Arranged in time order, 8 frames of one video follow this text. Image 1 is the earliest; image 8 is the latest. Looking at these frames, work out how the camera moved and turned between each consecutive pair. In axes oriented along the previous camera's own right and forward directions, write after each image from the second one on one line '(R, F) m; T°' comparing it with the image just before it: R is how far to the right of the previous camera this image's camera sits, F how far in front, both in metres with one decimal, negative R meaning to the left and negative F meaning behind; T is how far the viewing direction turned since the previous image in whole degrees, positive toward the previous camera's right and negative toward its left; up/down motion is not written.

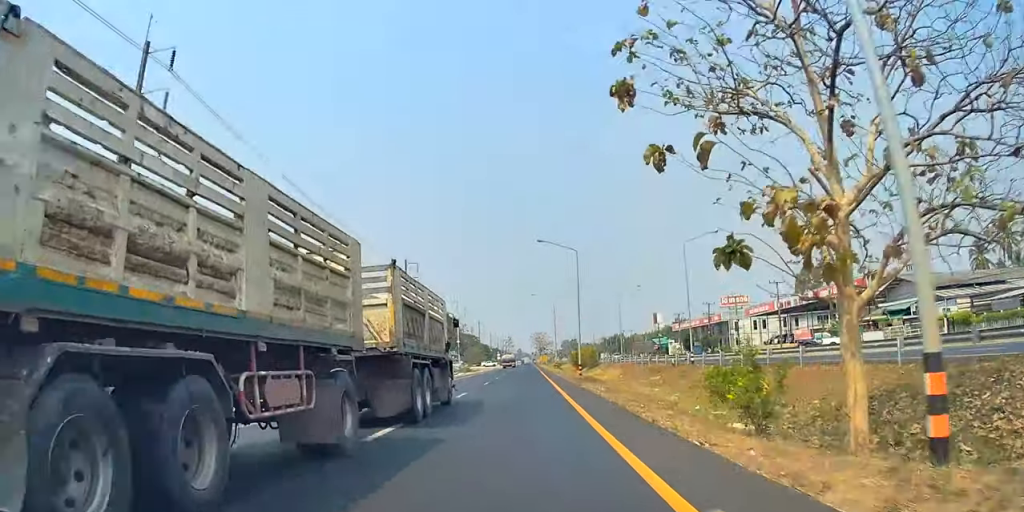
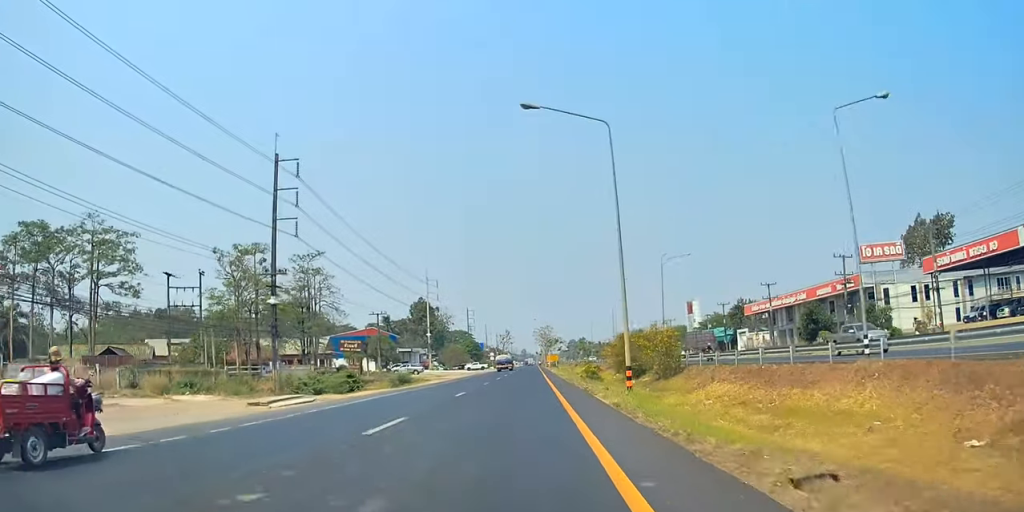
(-0.8, +58.2) m; 0°
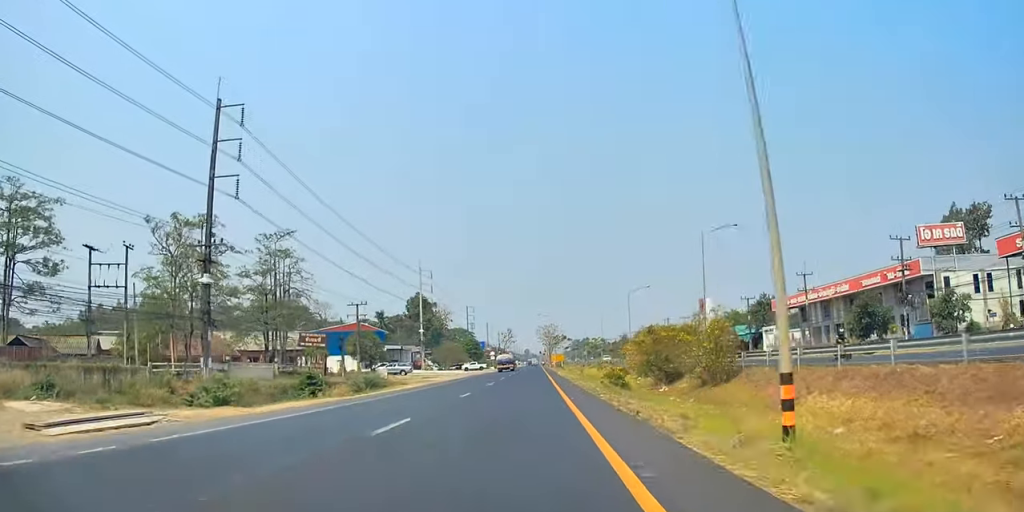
(+0.2, +12.2) m; +1°
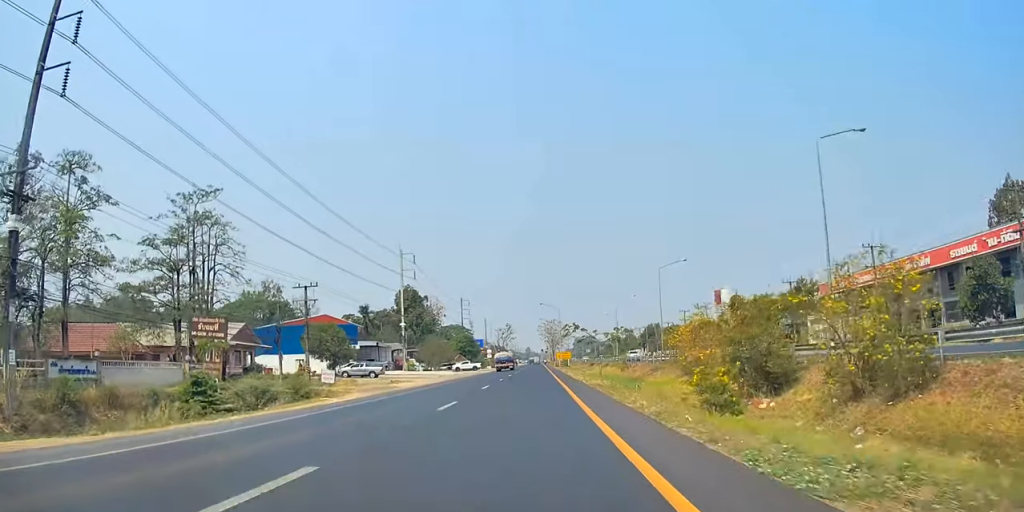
(+0.2, +19.2) m; +1°
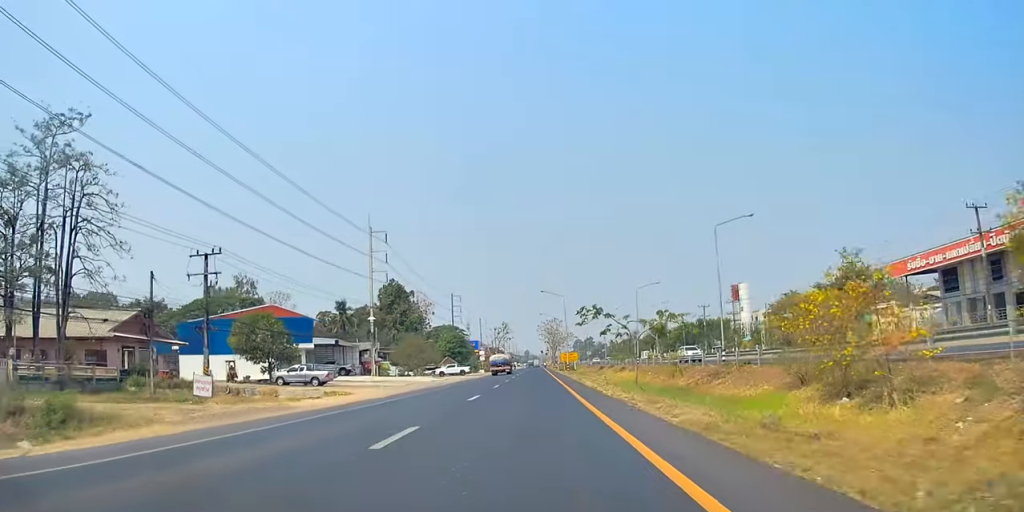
(0.0, +18.3) m; 0°
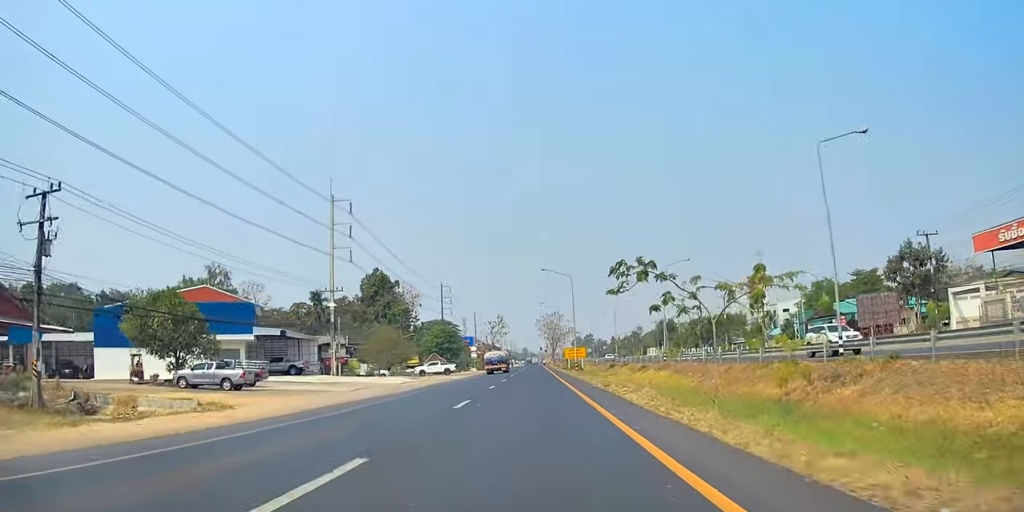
(-0.1, +16.1) m; 0°
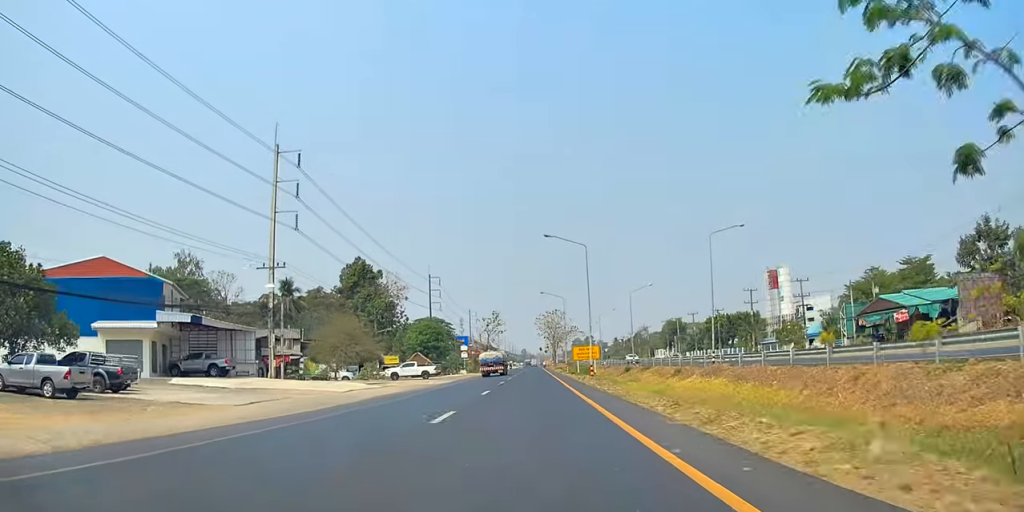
(+0.1, +16.4) m; 0°
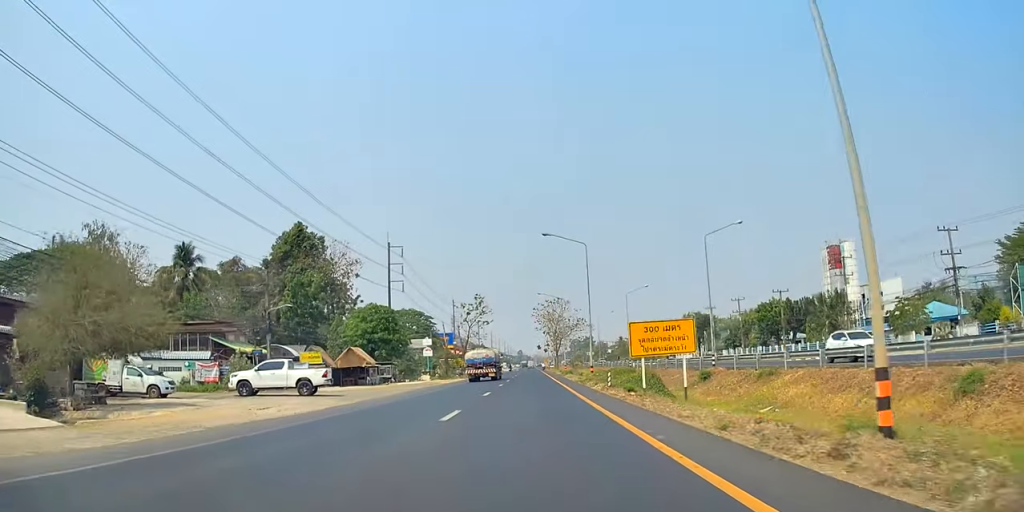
(-0.1, +34.2) m; 0°
